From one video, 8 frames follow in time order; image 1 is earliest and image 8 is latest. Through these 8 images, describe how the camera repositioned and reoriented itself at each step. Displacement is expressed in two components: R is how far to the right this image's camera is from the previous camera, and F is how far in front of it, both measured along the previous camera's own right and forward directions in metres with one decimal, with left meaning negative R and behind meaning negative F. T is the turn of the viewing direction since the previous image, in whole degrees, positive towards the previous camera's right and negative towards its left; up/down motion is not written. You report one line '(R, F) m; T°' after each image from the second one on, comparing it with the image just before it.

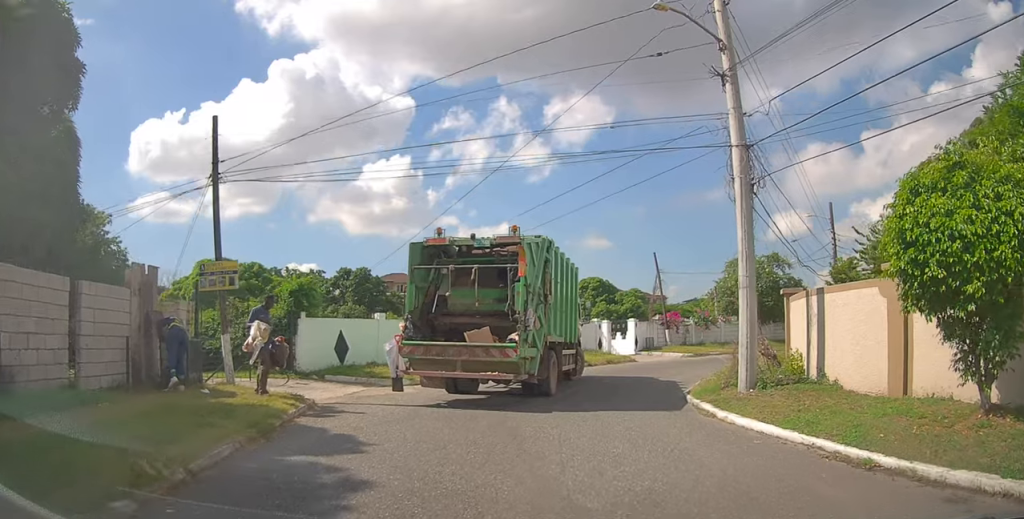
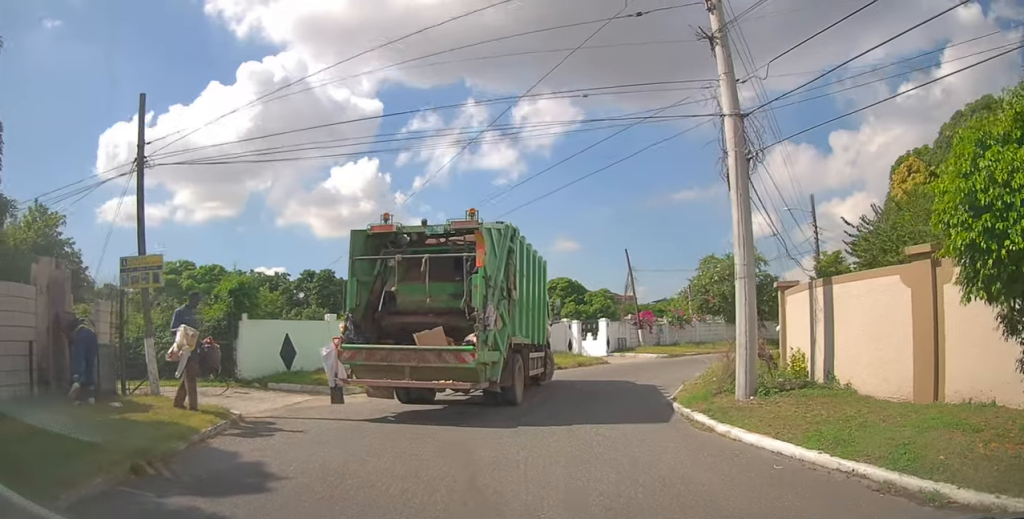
(0.0, +3.4) m; +1°
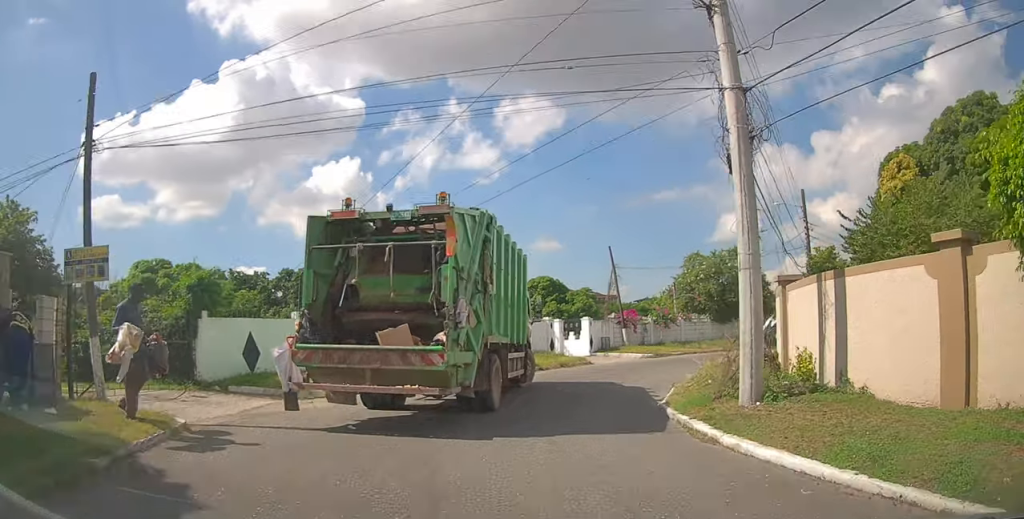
(0.0, +2.3) m; +1°
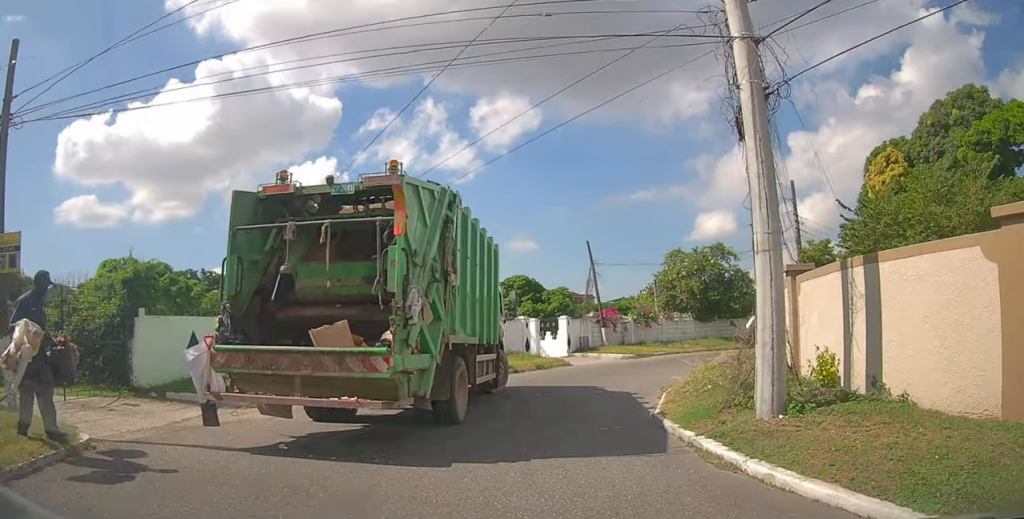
(0.0, +2.6) m; +6°
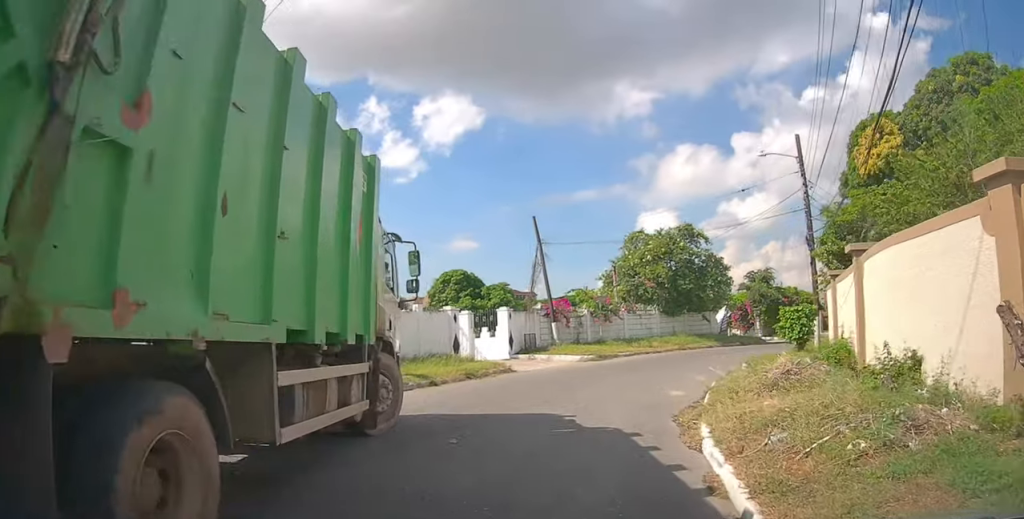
(+1.4, +7.9) m; +13°
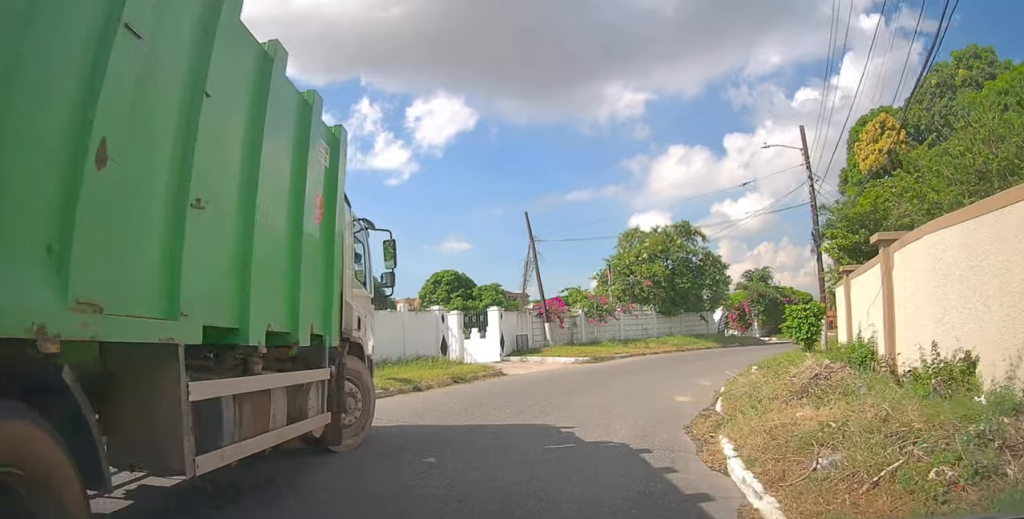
(0.0, +1.1) m; +1°
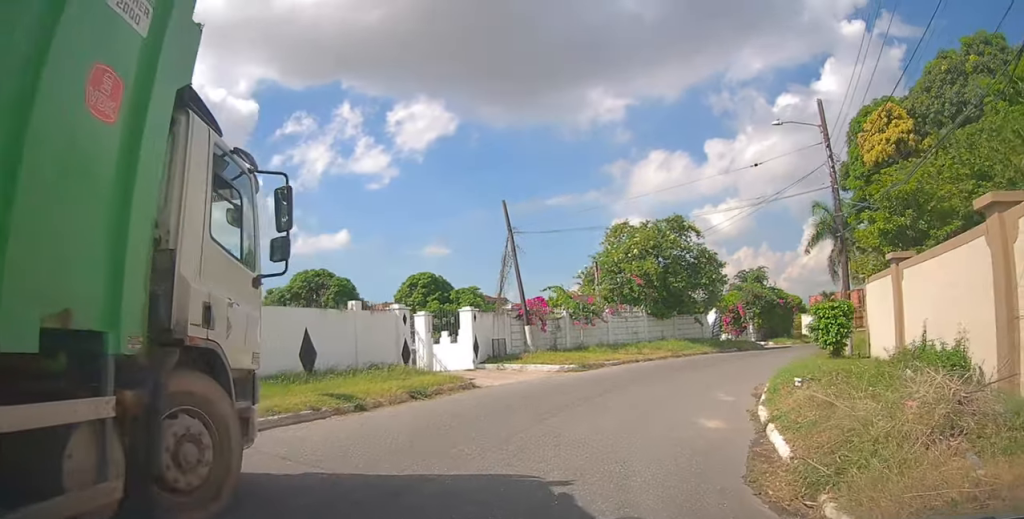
(+0.1, +3.1) m; +8°
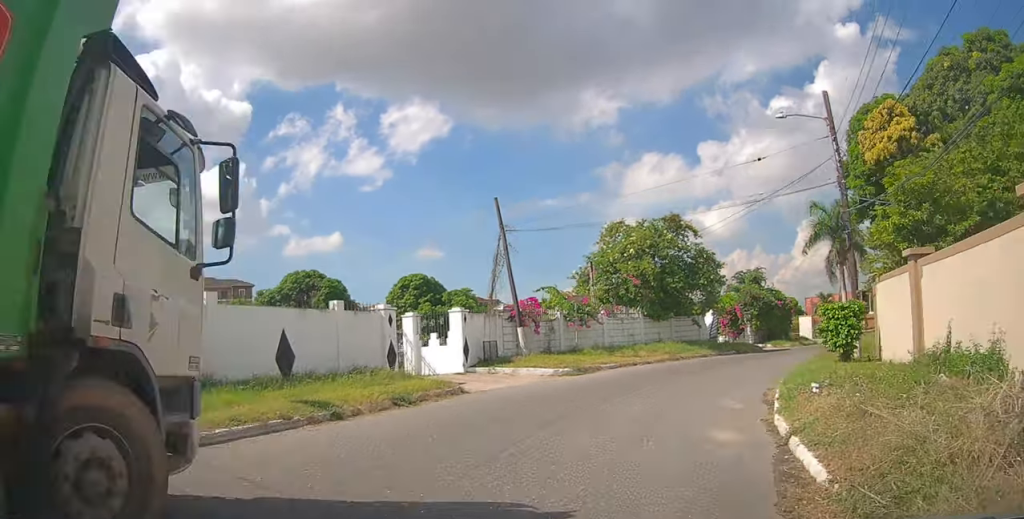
(0.0, +1.0) m; +3°
